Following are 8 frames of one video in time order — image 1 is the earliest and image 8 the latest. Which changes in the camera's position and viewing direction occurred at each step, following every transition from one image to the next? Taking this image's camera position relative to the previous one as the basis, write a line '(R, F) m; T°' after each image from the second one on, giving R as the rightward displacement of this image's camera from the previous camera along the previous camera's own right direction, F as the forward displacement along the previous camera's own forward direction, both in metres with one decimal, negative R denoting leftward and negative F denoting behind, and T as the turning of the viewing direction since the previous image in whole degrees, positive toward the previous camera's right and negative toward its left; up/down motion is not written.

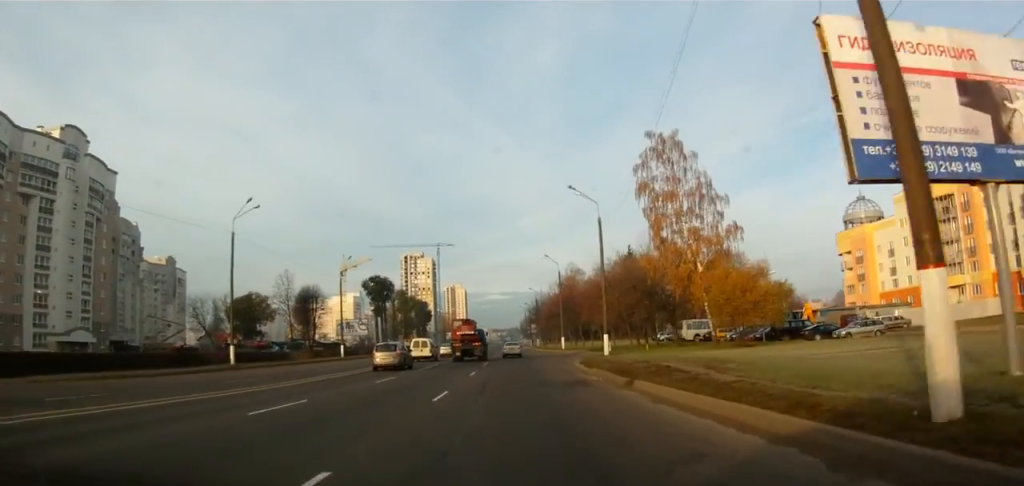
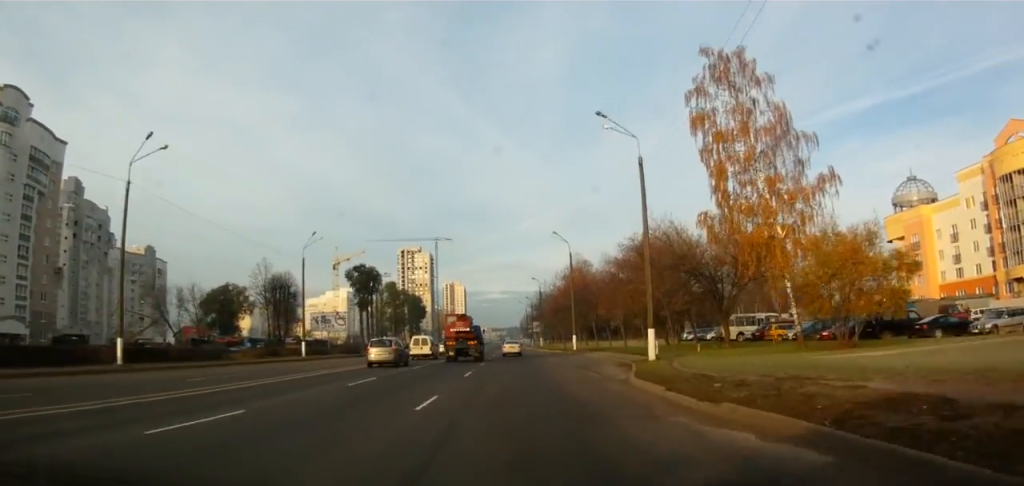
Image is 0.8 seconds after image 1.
(-0.2, +15.8) m; -1°
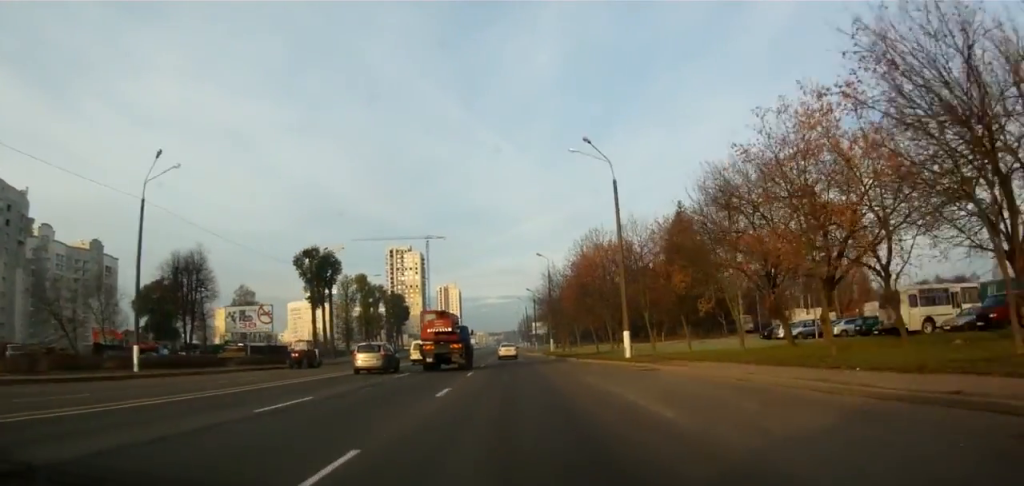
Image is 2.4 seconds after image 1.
(+0.2, +32.2) m; +2°
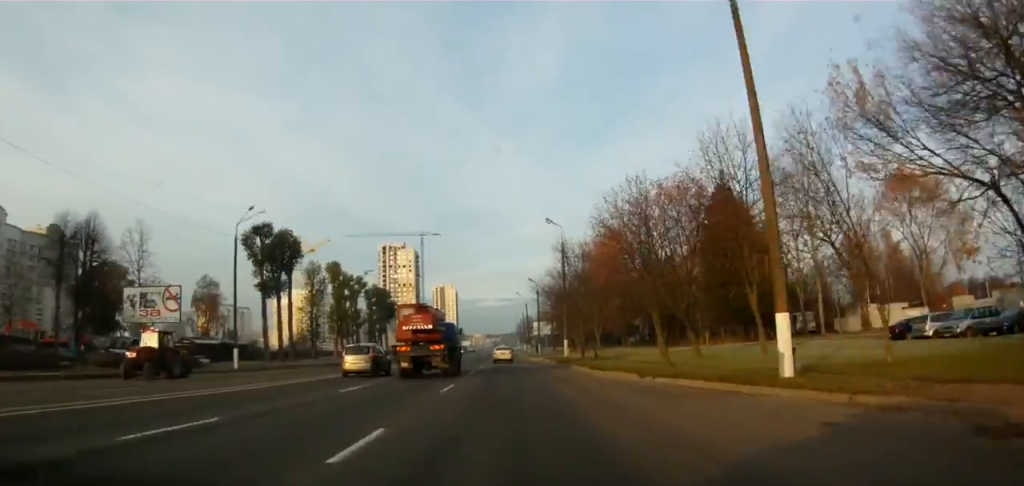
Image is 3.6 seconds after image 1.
(-0.1, +21.8) m; -2°
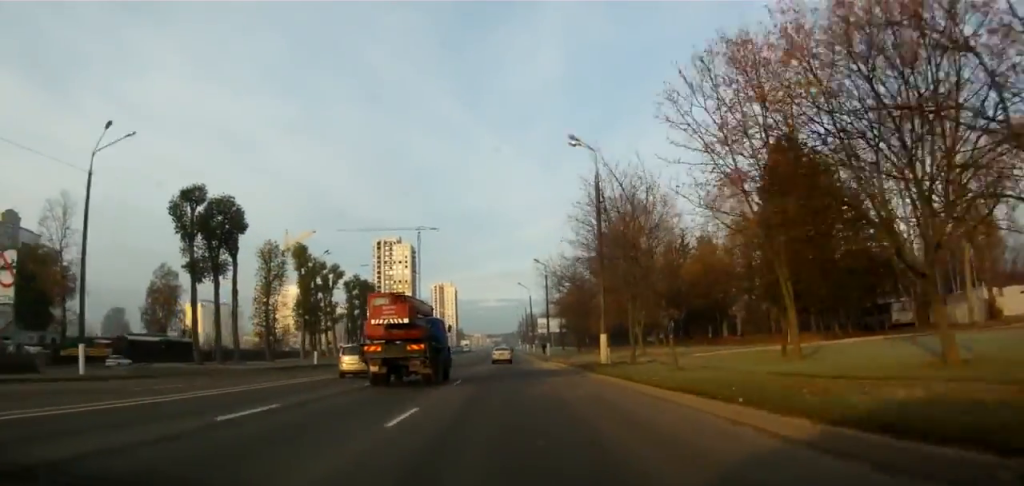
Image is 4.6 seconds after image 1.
(-0.4, +20.1) m; 0°
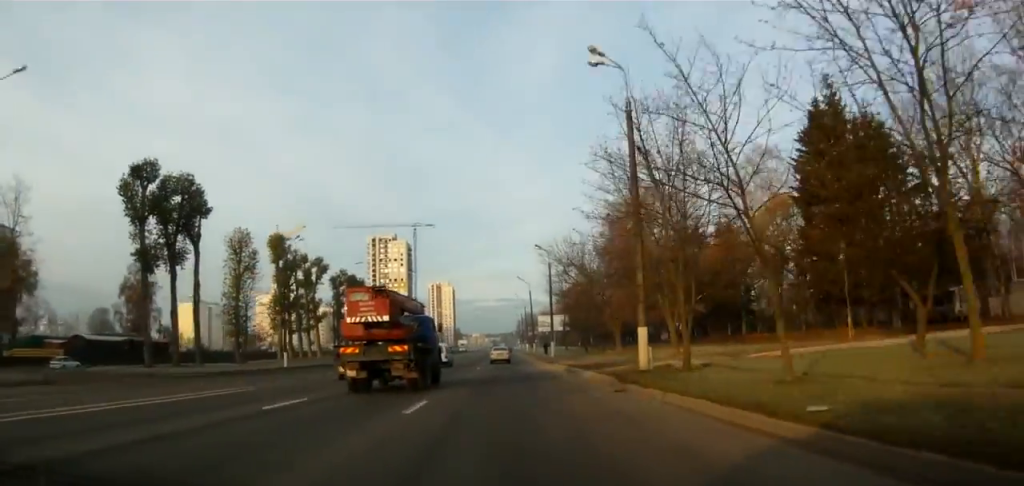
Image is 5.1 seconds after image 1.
(+0.2, +10.0) m; +1°
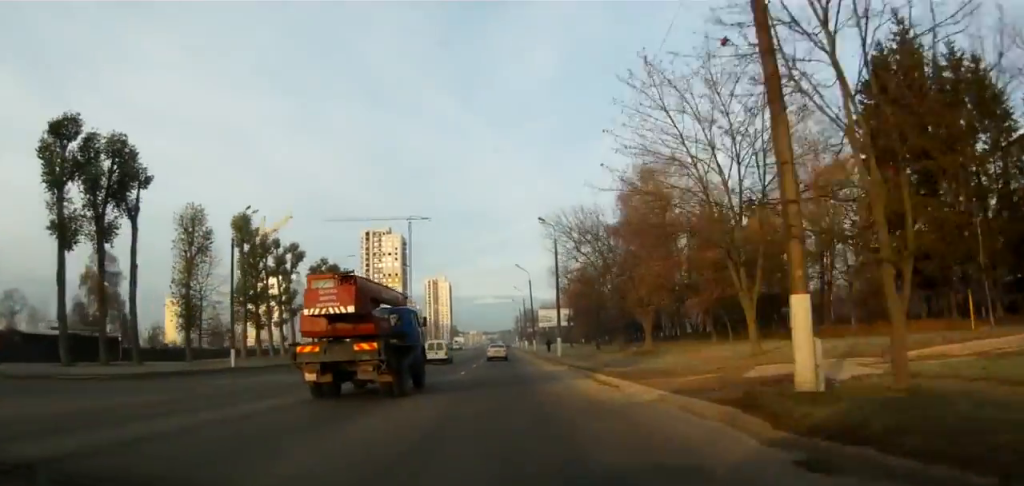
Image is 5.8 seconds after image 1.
(+0.1, +12.2) m; 0°
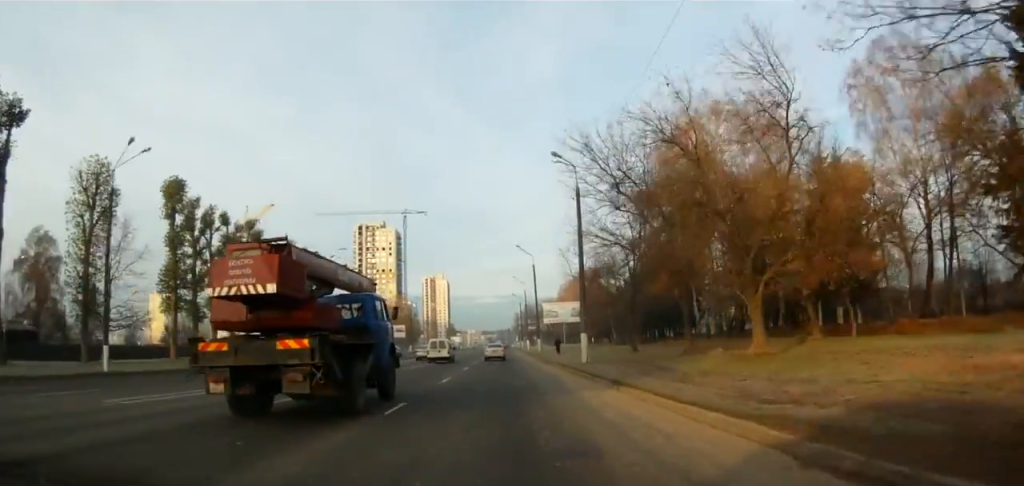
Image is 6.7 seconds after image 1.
(-0.1, +17.4) m; -1°
